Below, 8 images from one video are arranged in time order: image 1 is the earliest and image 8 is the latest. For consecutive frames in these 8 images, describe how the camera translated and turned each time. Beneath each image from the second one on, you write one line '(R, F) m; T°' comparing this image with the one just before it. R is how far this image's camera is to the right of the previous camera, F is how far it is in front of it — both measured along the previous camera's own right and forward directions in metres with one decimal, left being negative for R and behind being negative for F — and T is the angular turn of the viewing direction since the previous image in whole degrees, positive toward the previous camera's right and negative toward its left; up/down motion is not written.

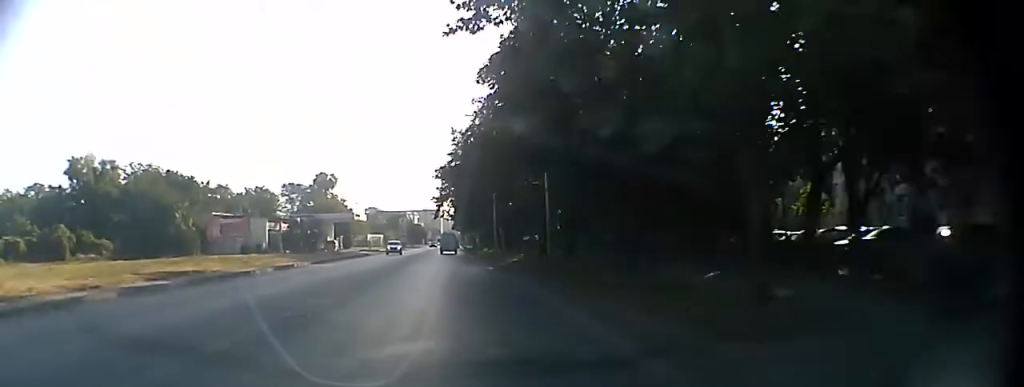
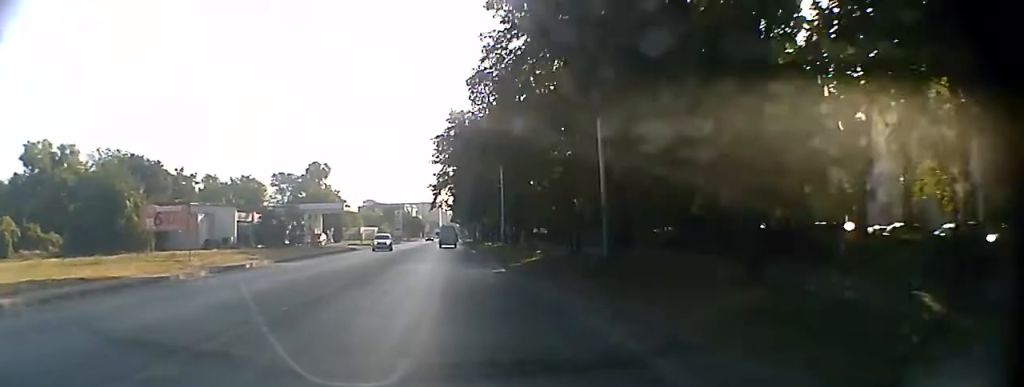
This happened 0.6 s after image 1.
(0.0, +8.7) m; 0°
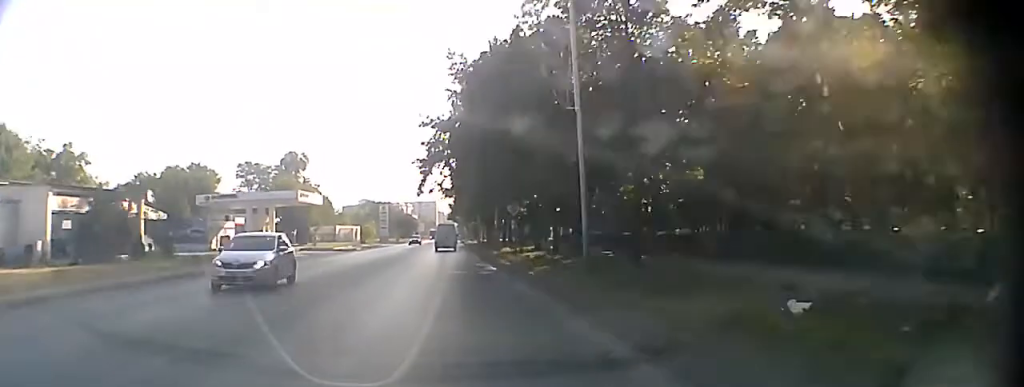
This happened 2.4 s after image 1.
(-0.1, +25.4) m; 0°
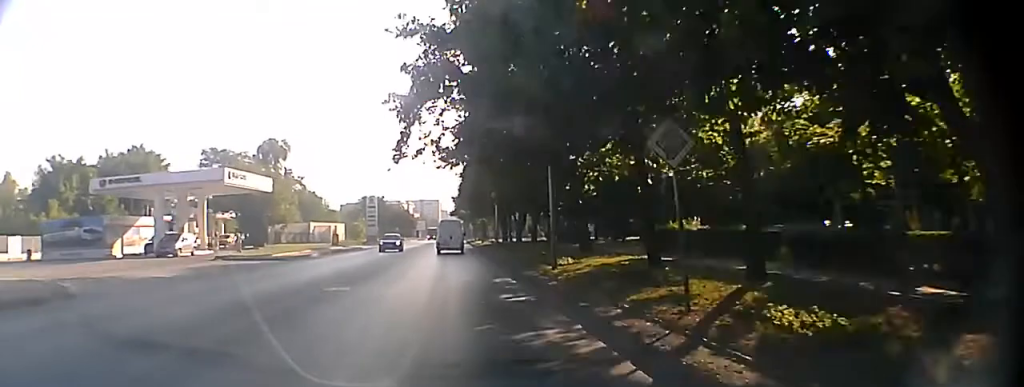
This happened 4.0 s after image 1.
(0.0, +20.1) m; 0°
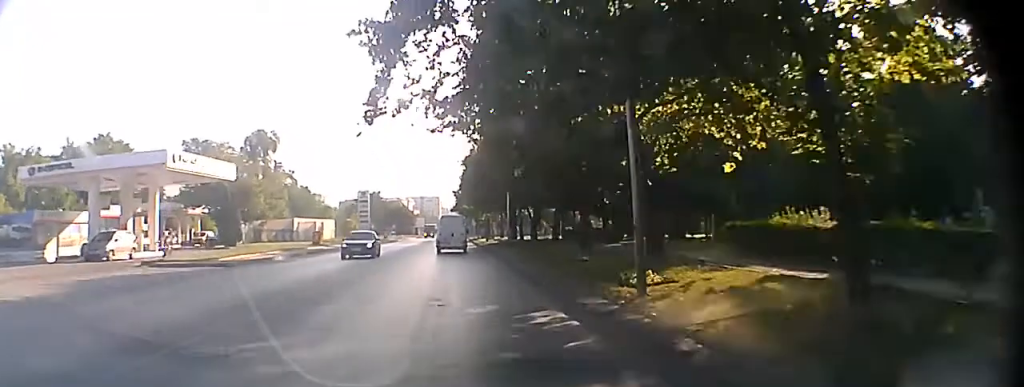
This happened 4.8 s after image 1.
(0.0, +8.7) m; 0°
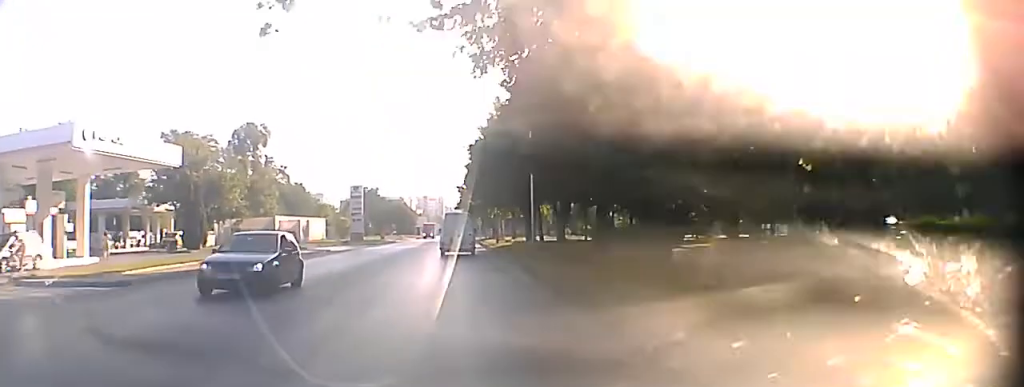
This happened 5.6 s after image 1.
(0.0, +7.9) m; 0°
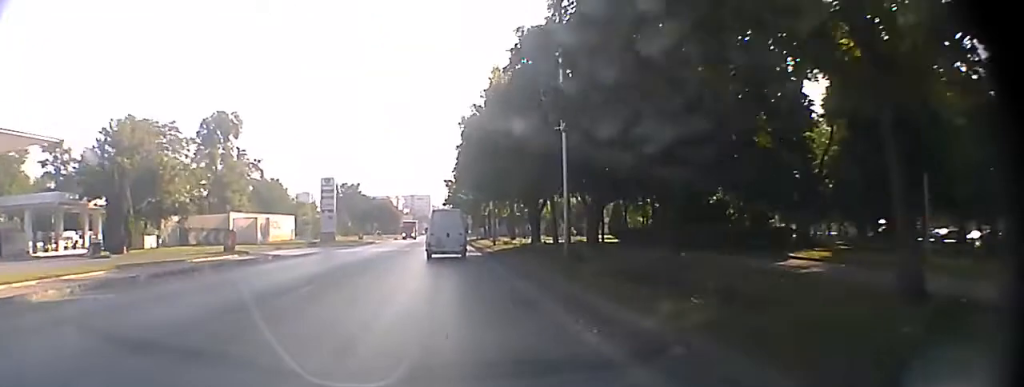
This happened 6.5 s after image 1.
(+0.1, +8.7) m; 0°
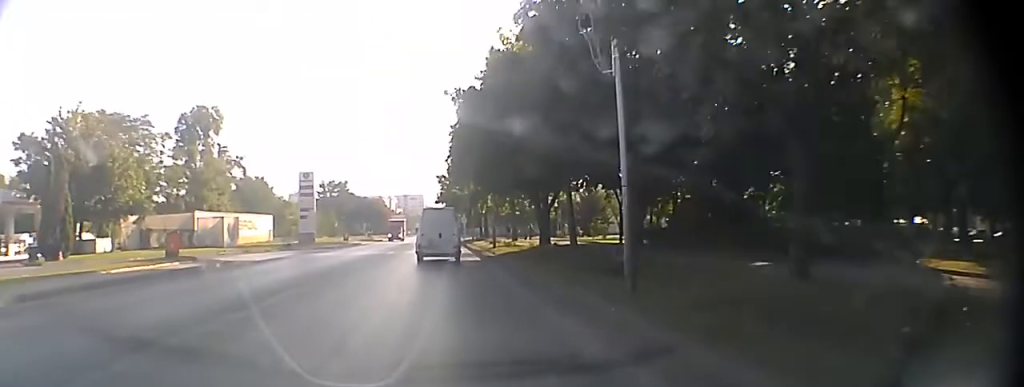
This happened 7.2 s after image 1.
(0.0, +5.6) m; 0°
